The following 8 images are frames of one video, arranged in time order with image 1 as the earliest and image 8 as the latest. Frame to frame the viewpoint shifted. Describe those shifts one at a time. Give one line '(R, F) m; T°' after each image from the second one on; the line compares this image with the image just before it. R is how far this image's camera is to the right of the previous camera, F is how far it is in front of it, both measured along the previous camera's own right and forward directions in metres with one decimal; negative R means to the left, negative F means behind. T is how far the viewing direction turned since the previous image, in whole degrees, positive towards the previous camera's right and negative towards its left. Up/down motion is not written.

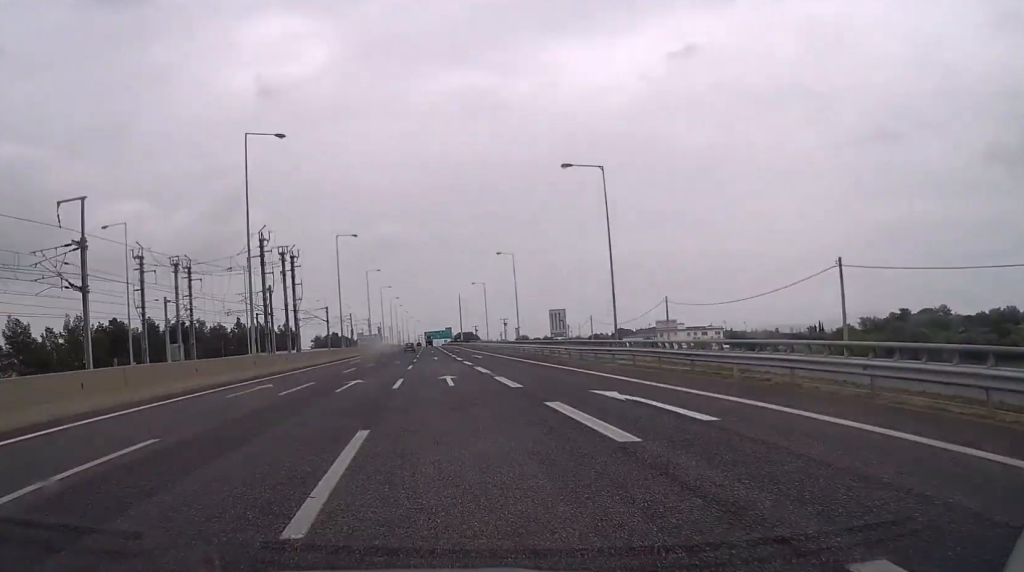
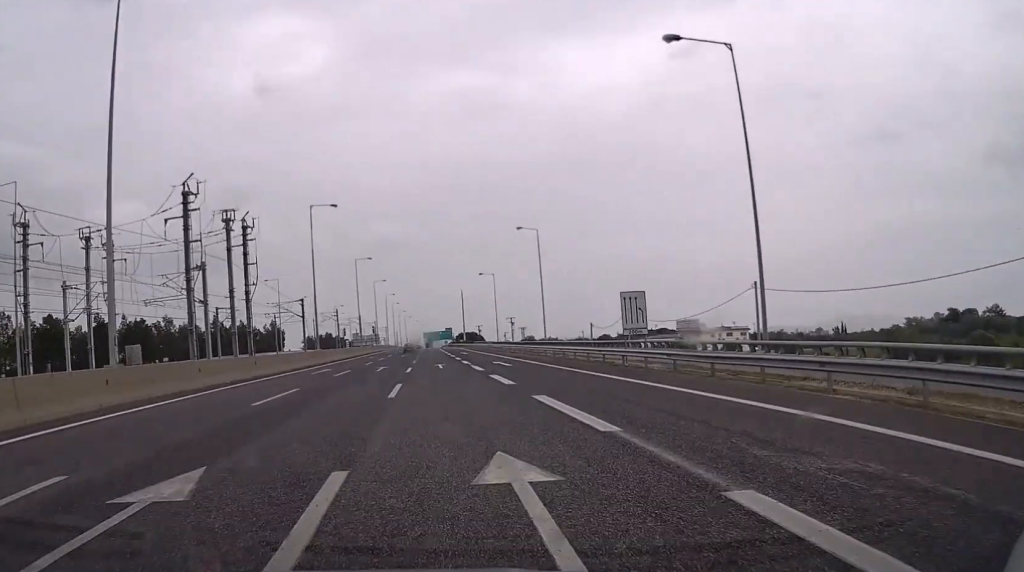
(+0.1, +21.9) m; 0°
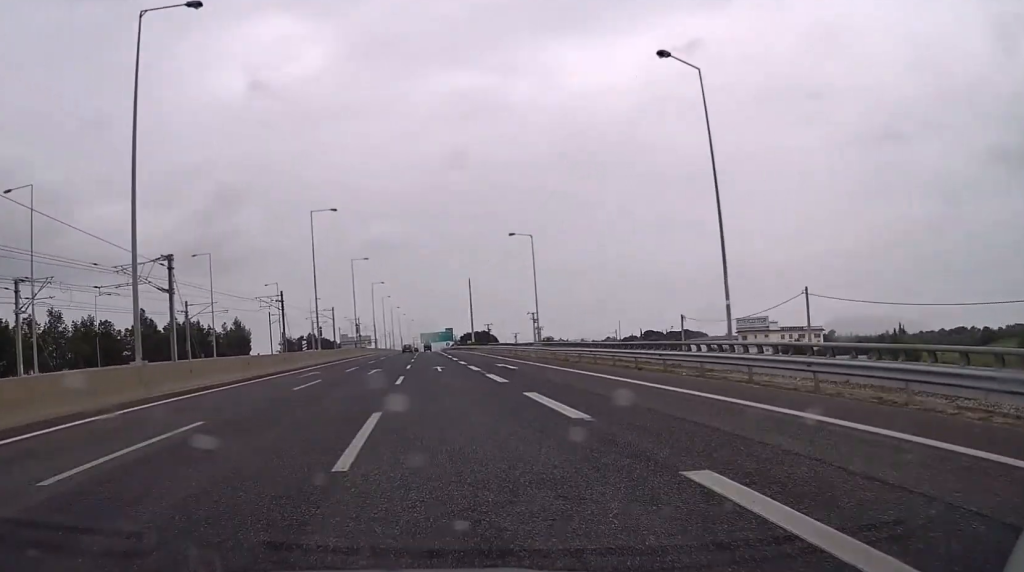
(-0.1, +46.8) m; 0°
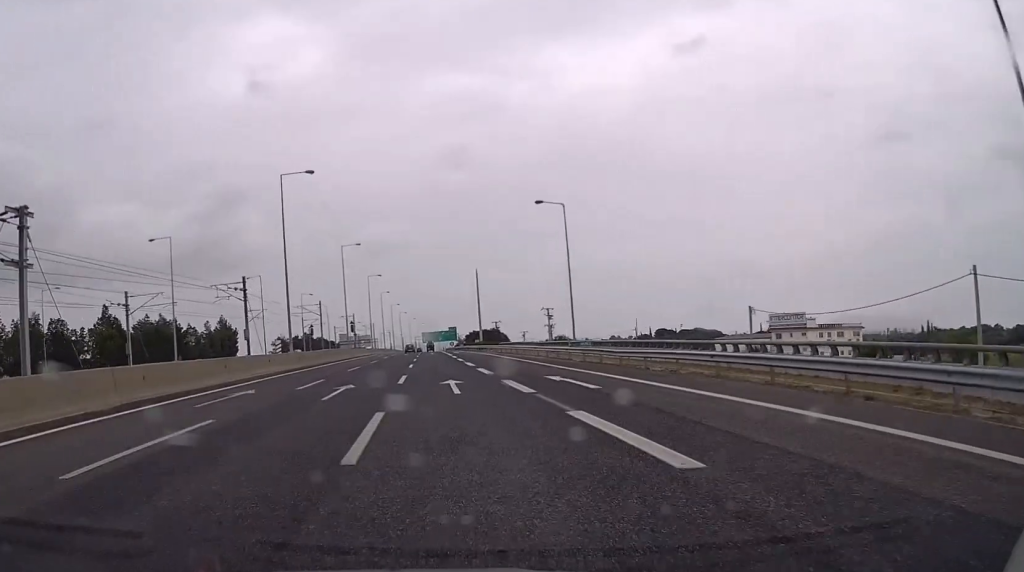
(0.0, +17.5) m; 0°
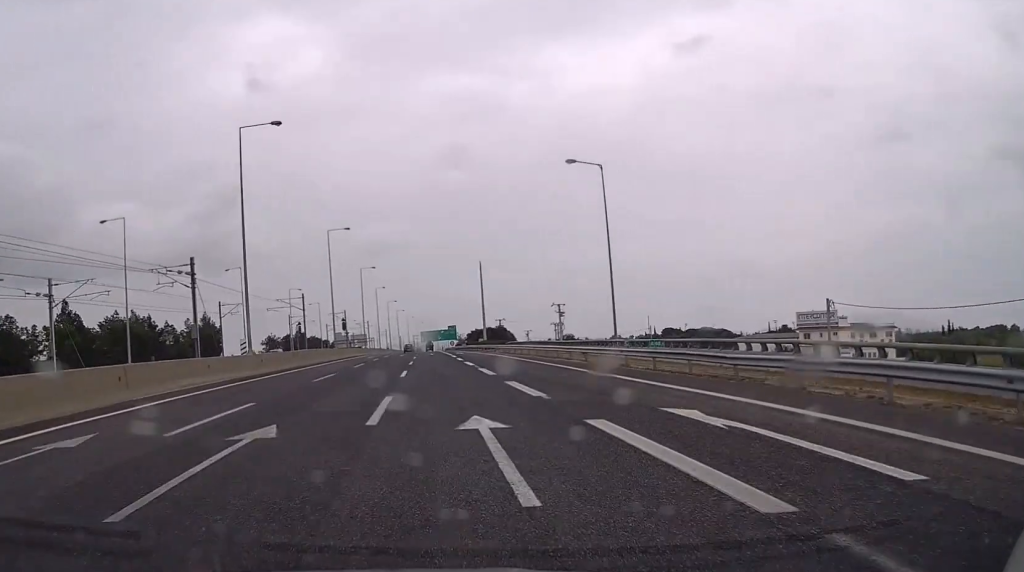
(0.0, +13.9) m; 0°
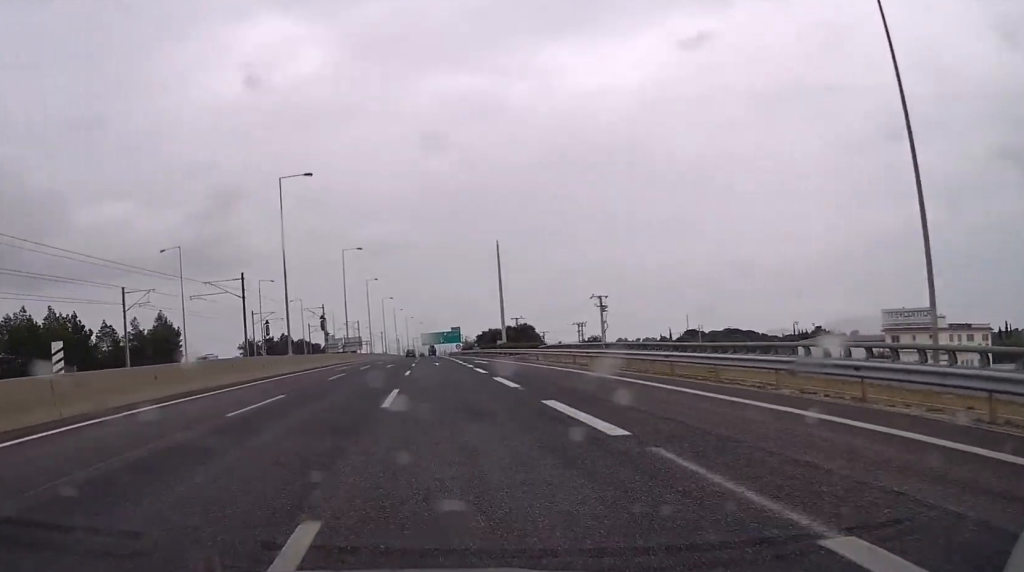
(-0.1, +31.6) m; 0°
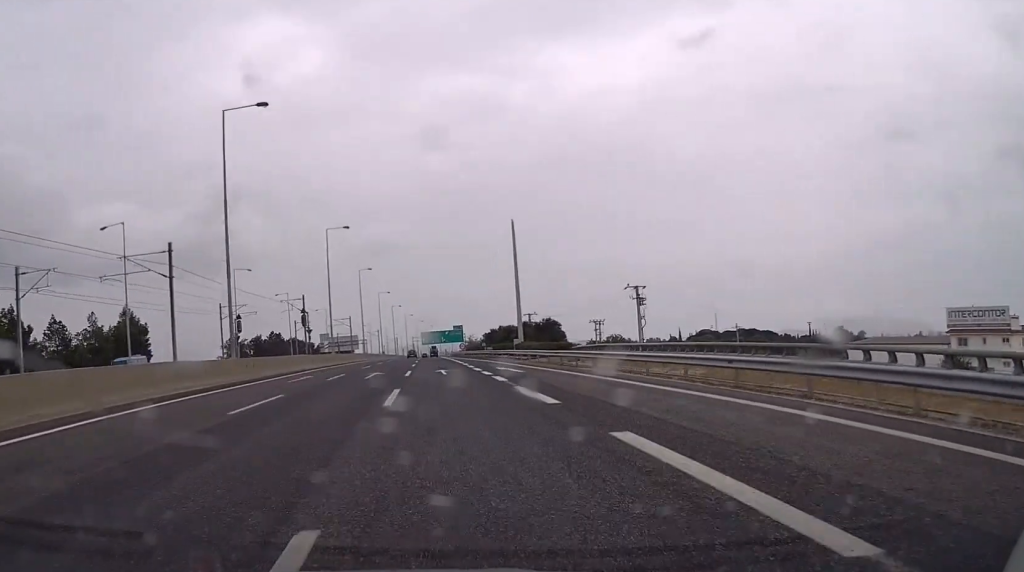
(+0.2, +18.7) m; 0°
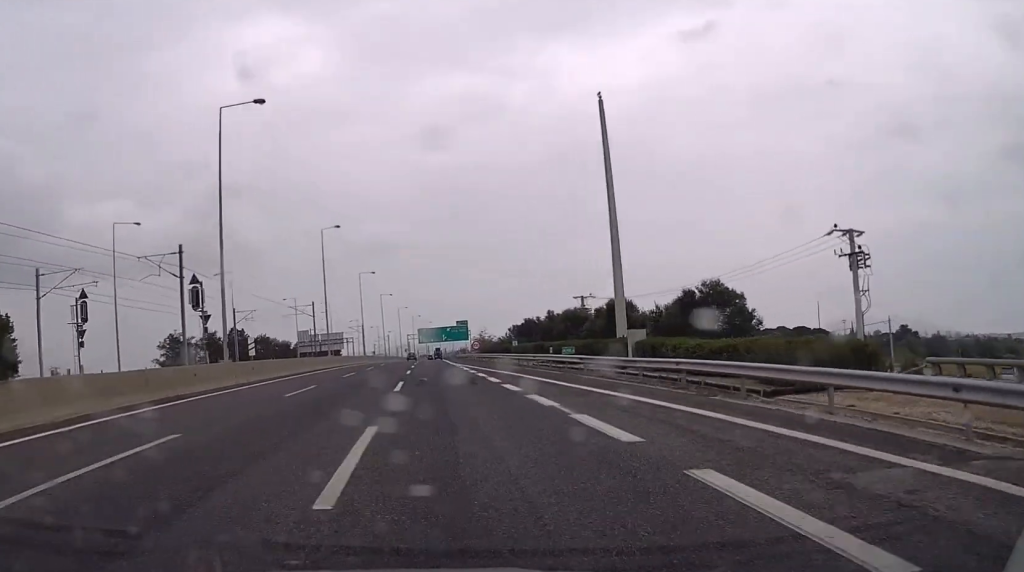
(-0.3, +46.0) m; -1°
